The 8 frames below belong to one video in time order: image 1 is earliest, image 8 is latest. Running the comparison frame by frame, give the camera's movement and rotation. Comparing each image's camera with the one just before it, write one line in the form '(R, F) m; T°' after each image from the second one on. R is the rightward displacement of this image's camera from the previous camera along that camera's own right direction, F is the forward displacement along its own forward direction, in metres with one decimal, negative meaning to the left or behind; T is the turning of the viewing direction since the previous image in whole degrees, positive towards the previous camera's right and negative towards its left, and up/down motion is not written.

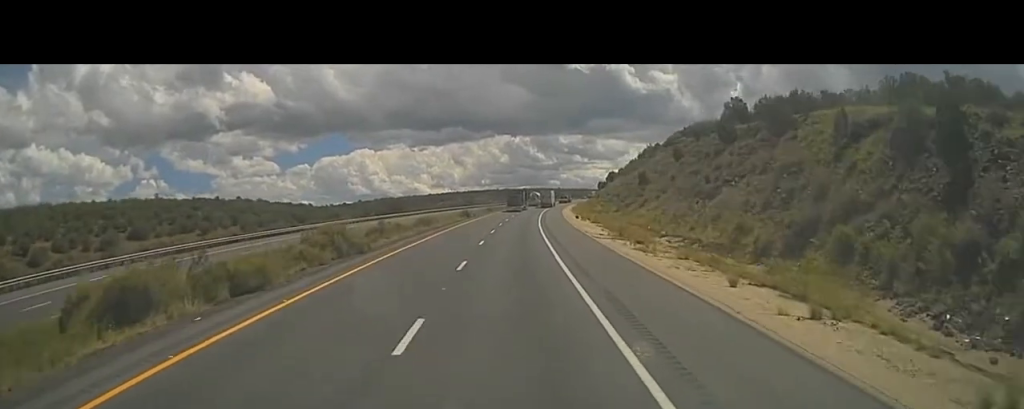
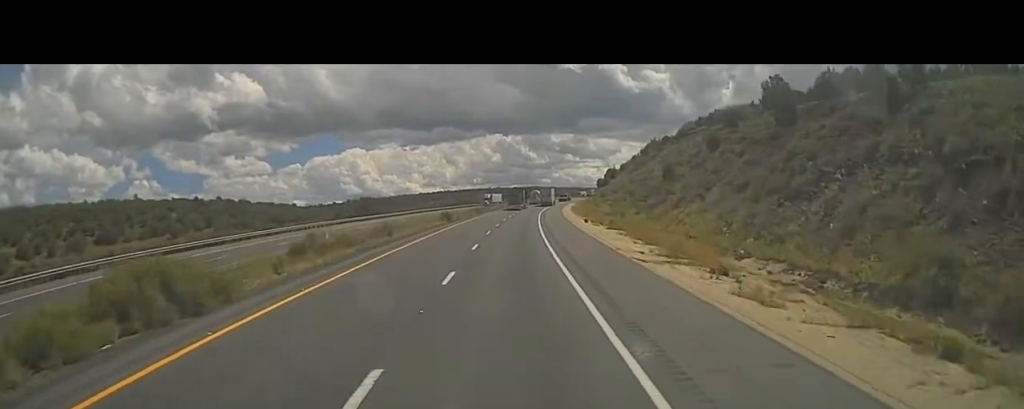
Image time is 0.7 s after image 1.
(+0.3, +16.4) m; 0°
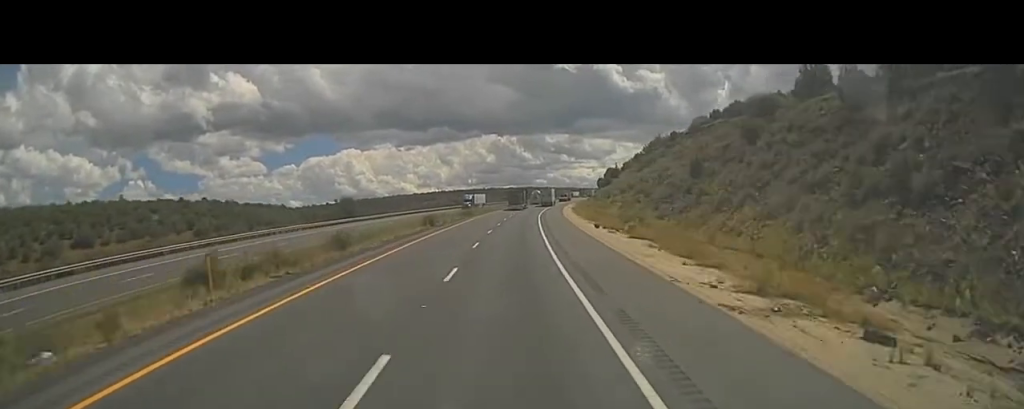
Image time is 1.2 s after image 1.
(-0.2, +11.1) m; 0°
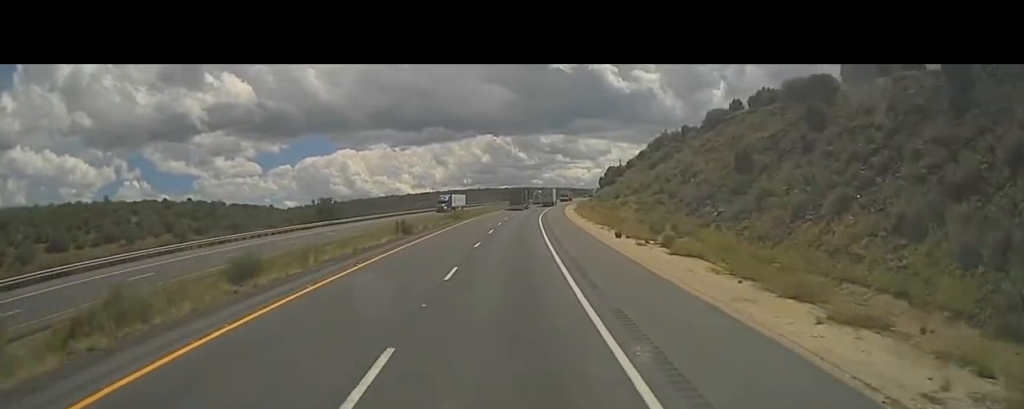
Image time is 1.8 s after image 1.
(-0.1, +12.5) m; 0°
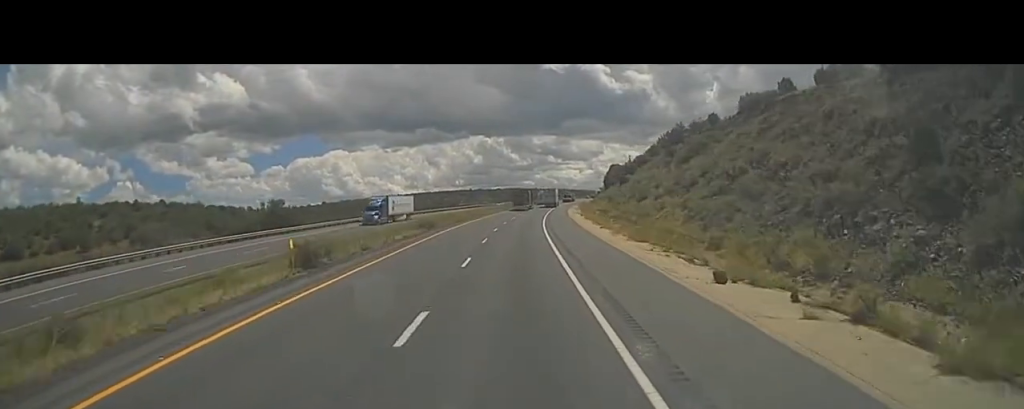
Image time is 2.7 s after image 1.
(+0.3, +20.4) m; +1°
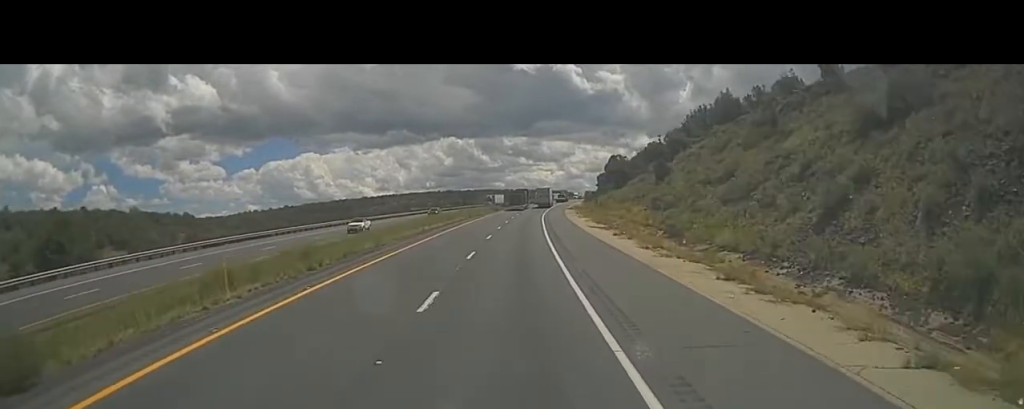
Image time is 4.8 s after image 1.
(+1.3, +45.1) m; +3°
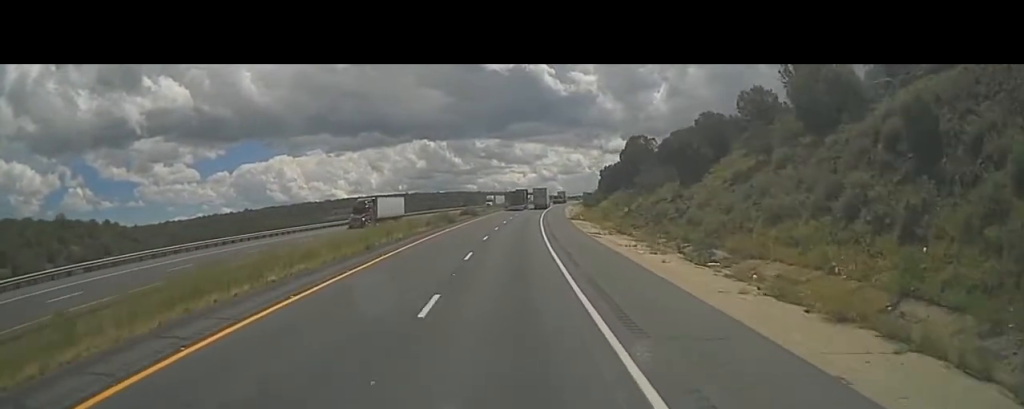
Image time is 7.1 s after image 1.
(+0.5, +49.7) m; +2°
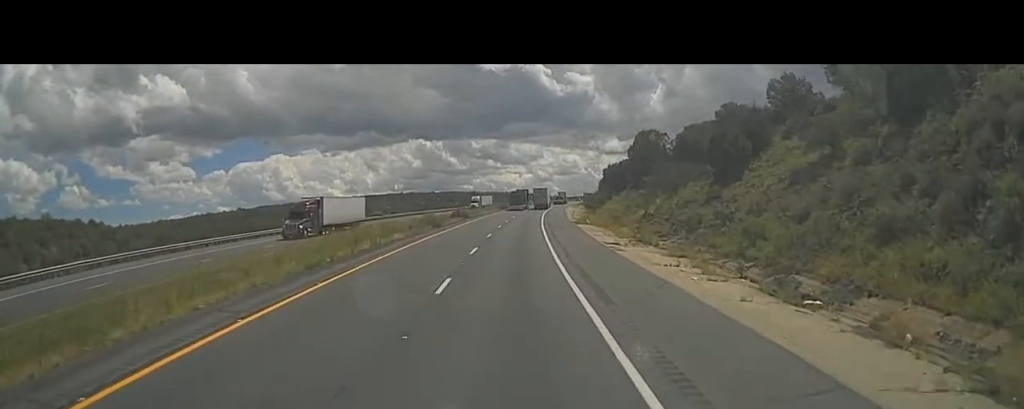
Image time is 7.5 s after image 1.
(+0.1, +9.3) m; +1°
